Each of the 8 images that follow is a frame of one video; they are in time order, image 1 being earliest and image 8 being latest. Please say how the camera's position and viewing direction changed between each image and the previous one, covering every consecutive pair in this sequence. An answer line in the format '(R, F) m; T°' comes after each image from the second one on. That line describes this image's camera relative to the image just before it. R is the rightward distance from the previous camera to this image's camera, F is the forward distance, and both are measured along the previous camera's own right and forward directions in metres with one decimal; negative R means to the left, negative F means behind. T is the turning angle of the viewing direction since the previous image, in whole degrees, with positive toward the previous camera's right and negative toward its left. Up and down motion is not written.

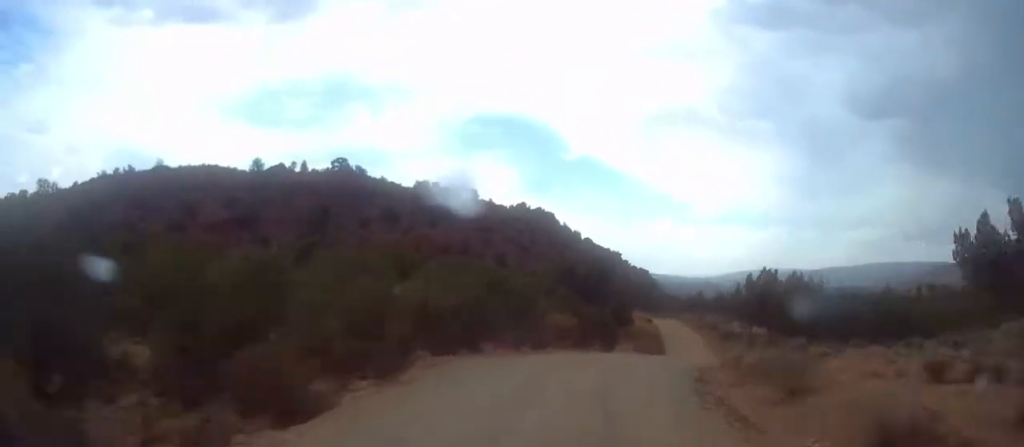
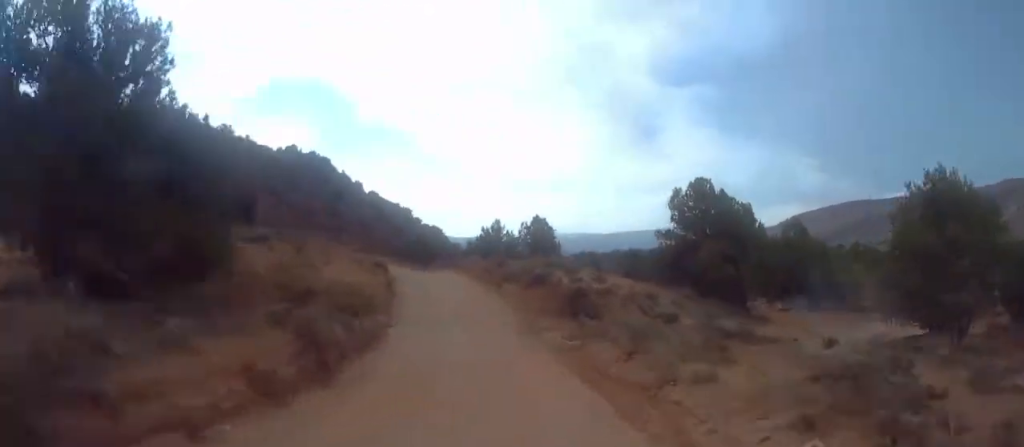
(+5.3, +50.3) m; +5°
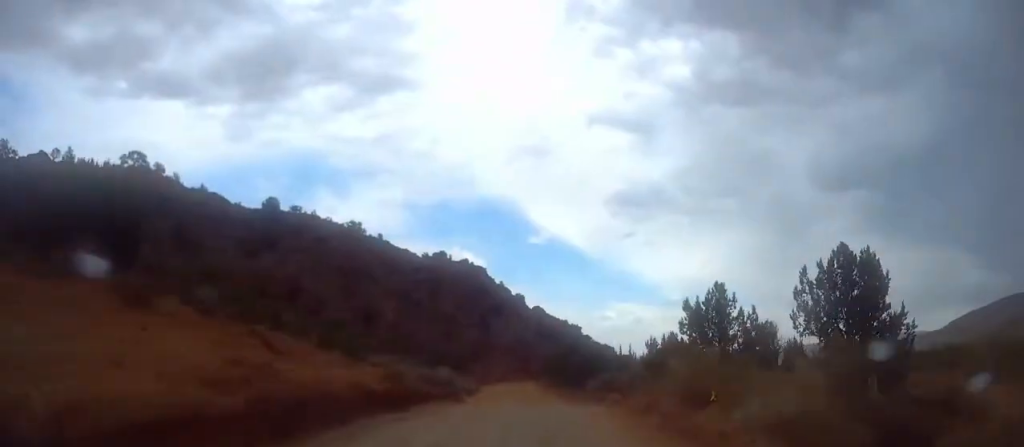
(-2.5, +39.9) m; -9°
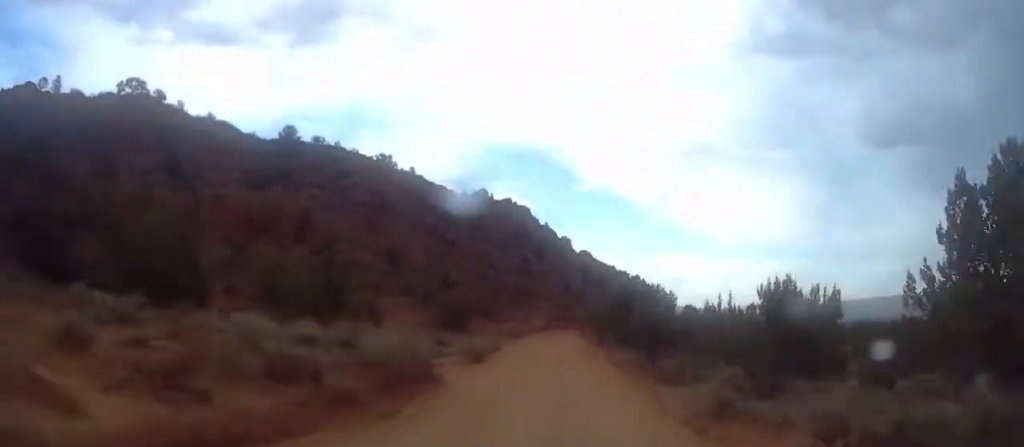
(-0.9, +20.4) m; -4°
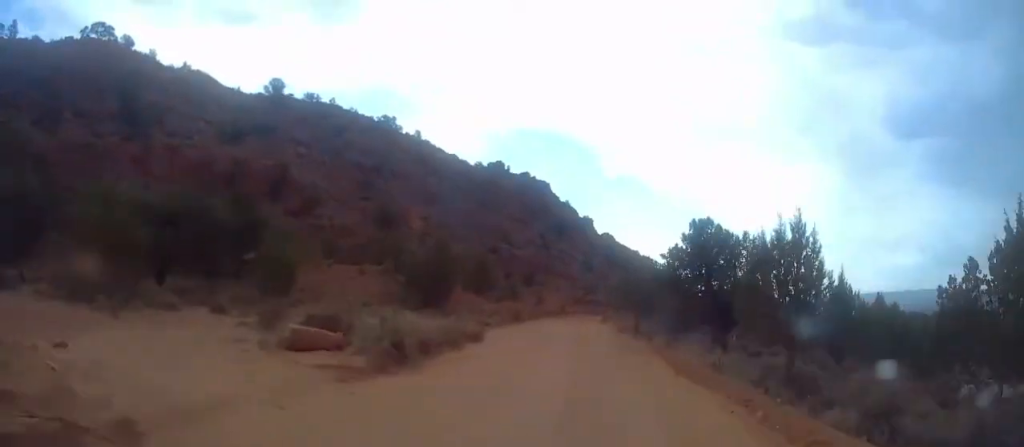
(-0.6, +20.4) m; -1°
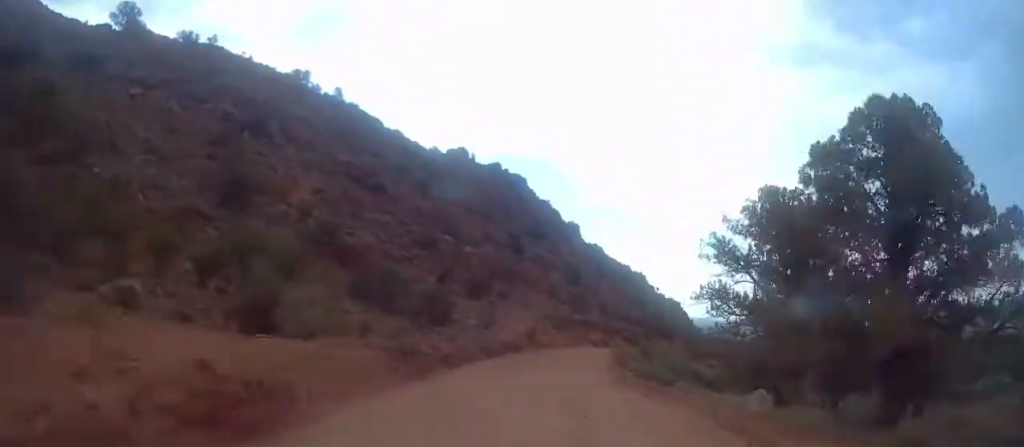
(-0.6, +50.4) m; +1°
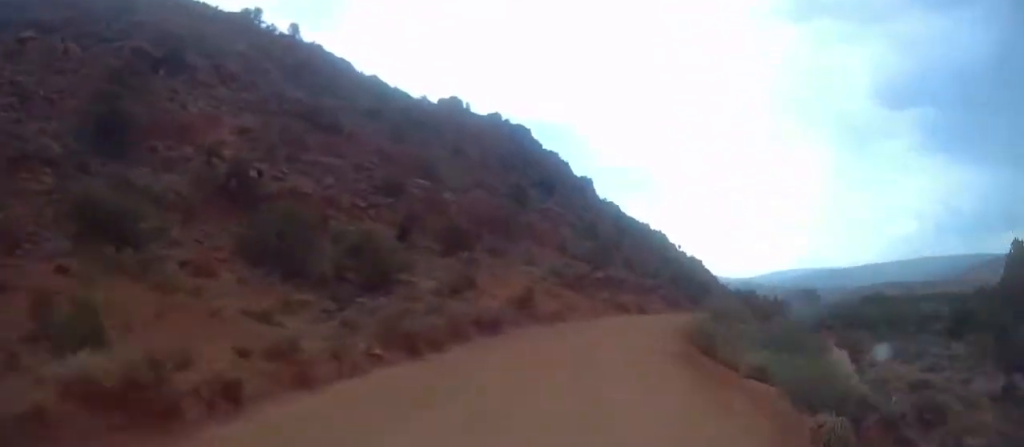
(+0.6, +23.4) m; +4°
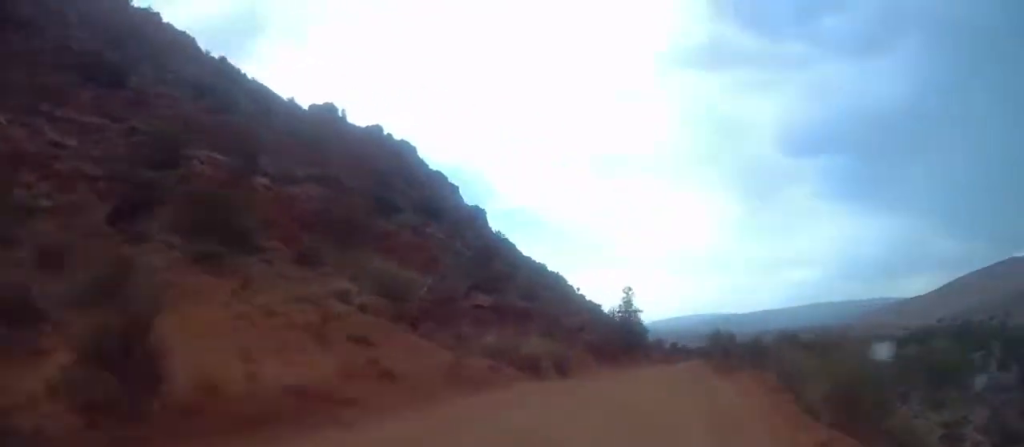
(+0.3, +27.6) m; +6°
